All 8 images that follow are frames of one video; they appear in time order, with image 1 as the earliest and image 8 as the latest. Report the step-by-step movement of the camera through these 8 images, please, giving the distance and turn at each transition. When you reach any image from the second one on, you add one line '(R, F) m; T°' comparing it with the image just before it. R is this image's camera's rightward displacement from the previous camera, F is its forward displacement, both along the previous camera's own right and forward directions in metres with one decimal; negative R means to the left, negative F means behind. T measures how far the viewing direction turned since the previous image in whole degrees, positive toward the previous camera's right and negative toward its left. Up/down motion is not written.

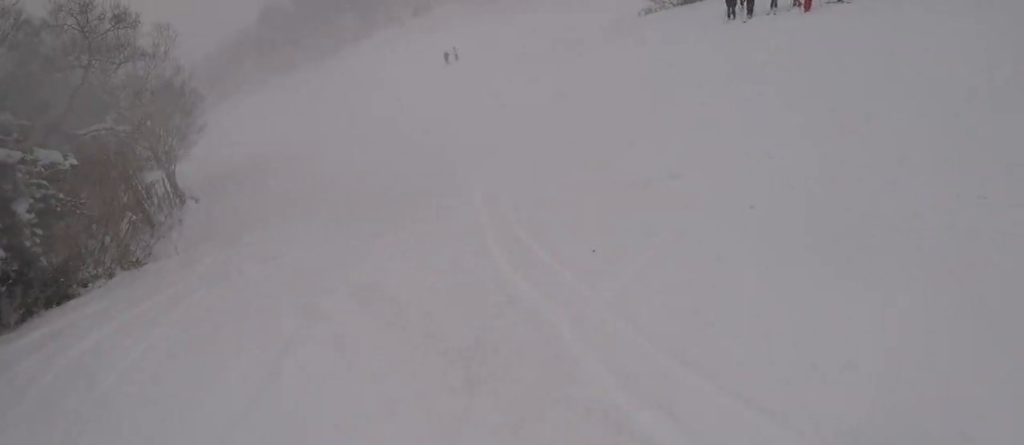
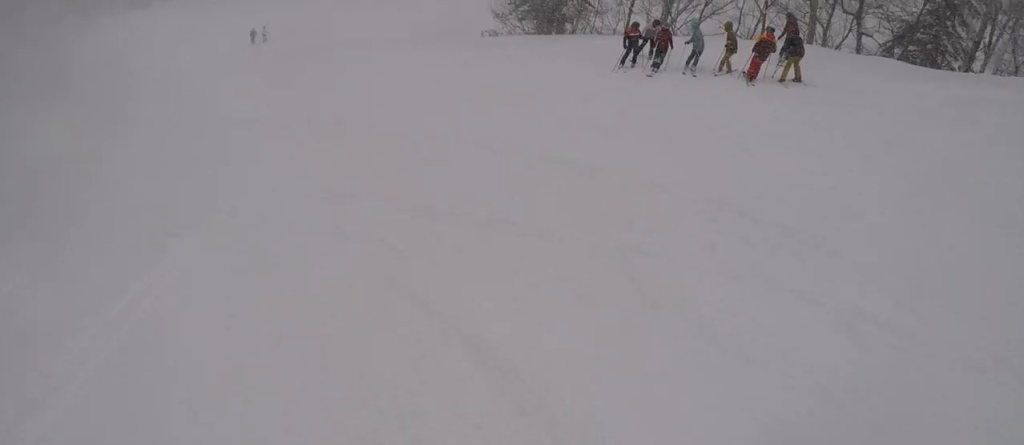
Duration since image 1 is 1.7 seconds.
(+1.1, +10.3) m; +7°
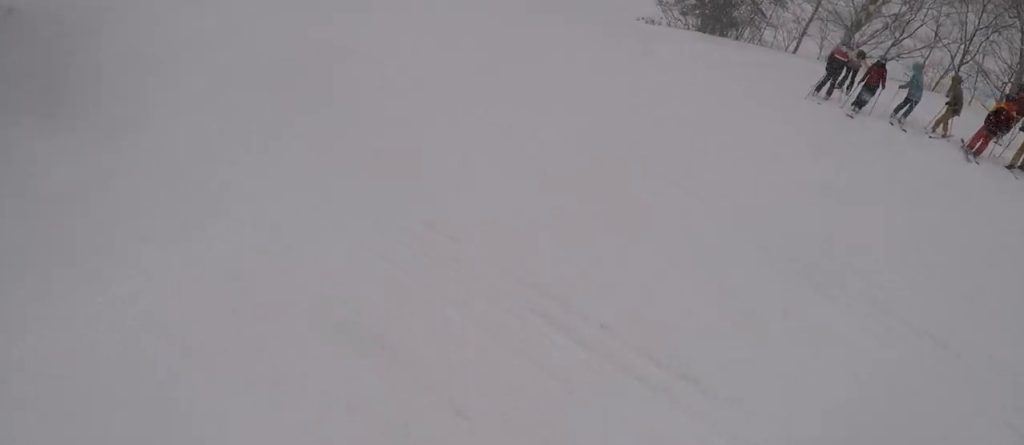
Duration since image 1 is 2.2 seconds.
(0.0, +3.4) m; 0°
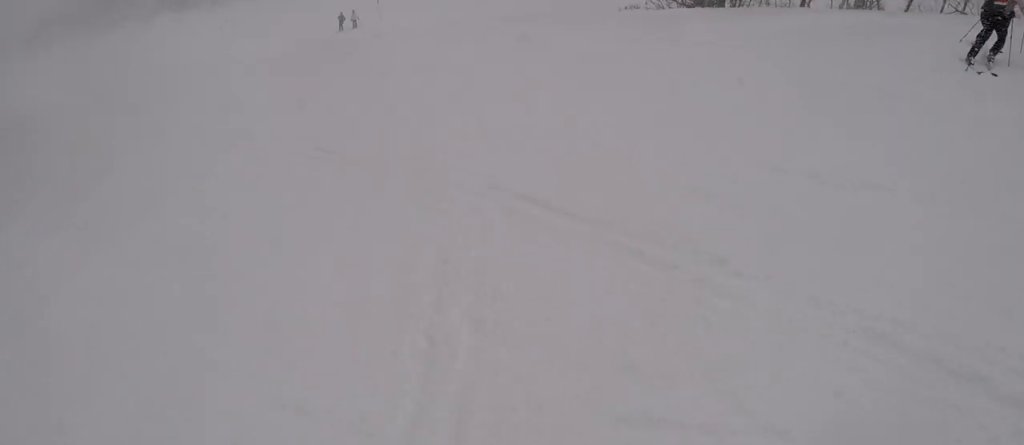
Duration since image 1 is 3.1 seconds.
(0.0, +6.4) m; 0°
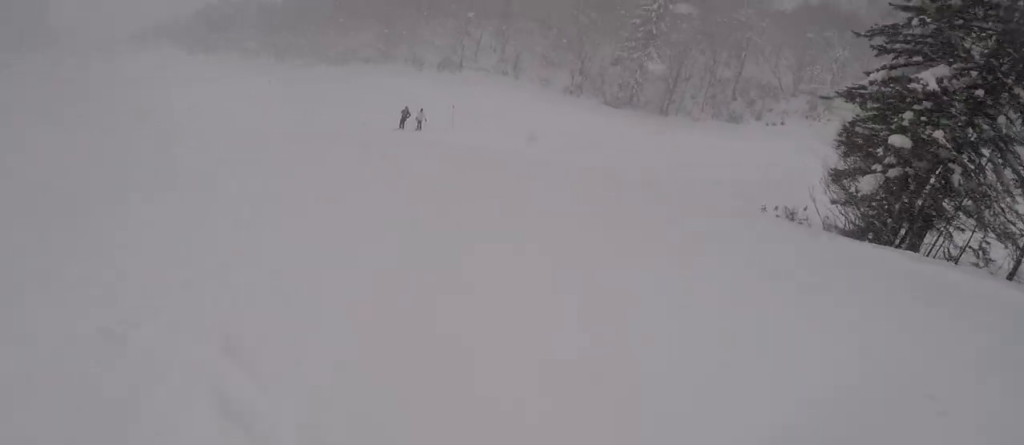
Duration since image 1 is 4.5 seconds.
(-1.3, +11.7) m; -24°
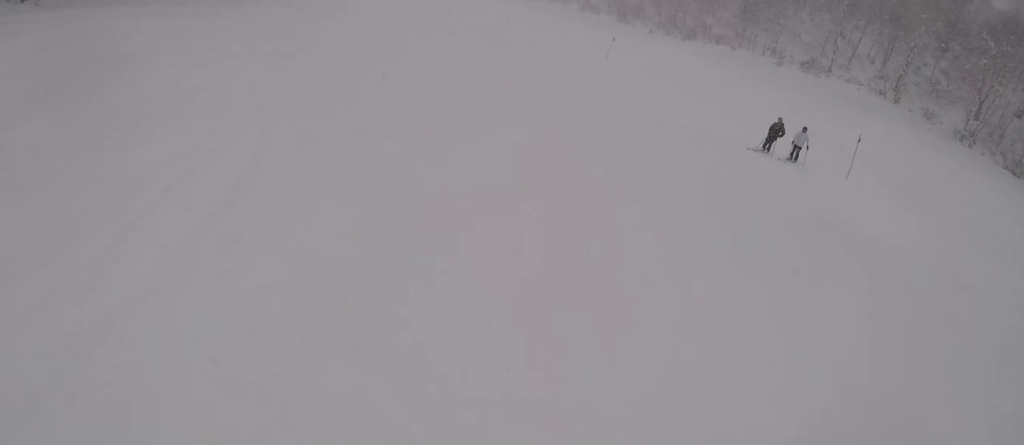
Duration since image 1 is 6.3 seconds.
(-5.4, +15.4) m; -28°
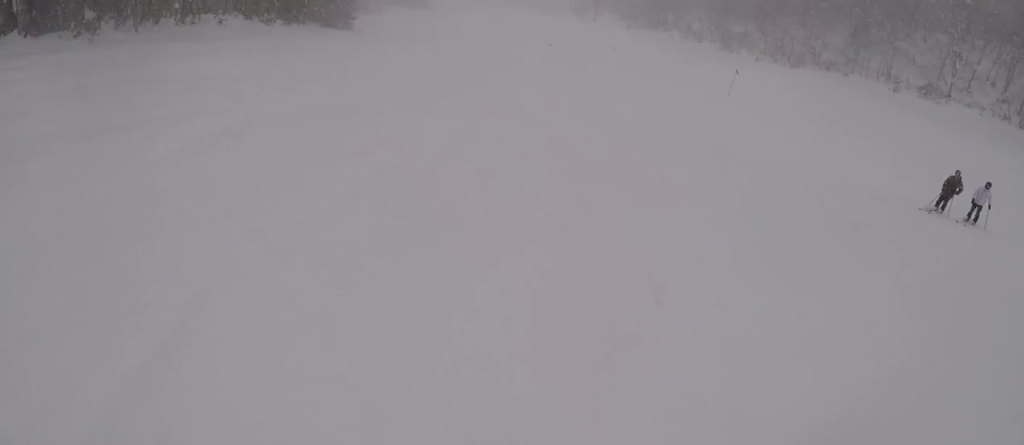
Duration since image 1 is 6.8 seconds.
(-0.3, +5.0) m; +1°
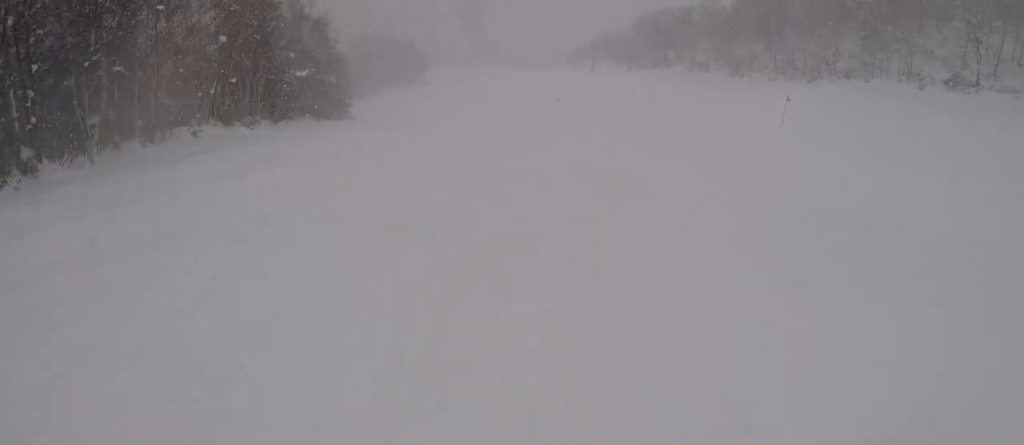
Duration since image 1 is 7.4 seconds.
(-0.2, +6.0) m; +3°
